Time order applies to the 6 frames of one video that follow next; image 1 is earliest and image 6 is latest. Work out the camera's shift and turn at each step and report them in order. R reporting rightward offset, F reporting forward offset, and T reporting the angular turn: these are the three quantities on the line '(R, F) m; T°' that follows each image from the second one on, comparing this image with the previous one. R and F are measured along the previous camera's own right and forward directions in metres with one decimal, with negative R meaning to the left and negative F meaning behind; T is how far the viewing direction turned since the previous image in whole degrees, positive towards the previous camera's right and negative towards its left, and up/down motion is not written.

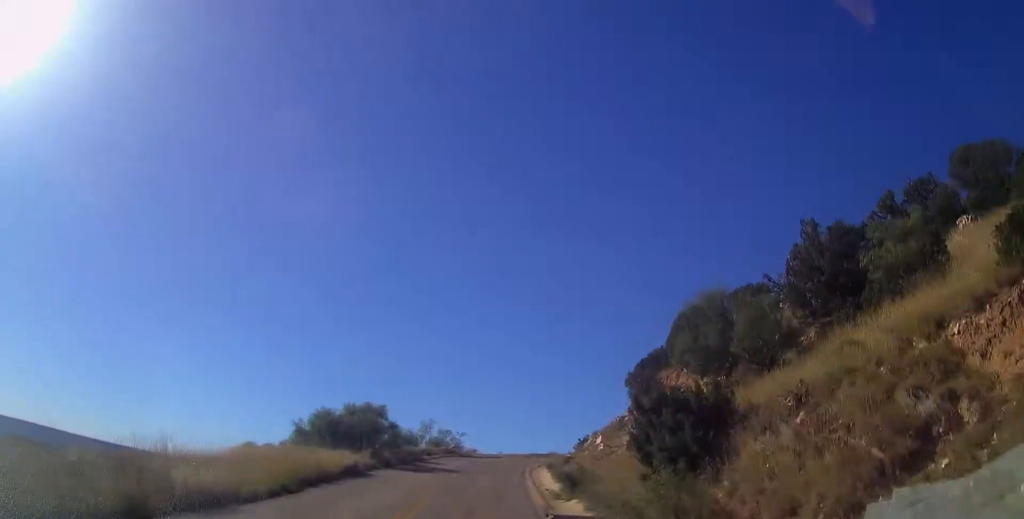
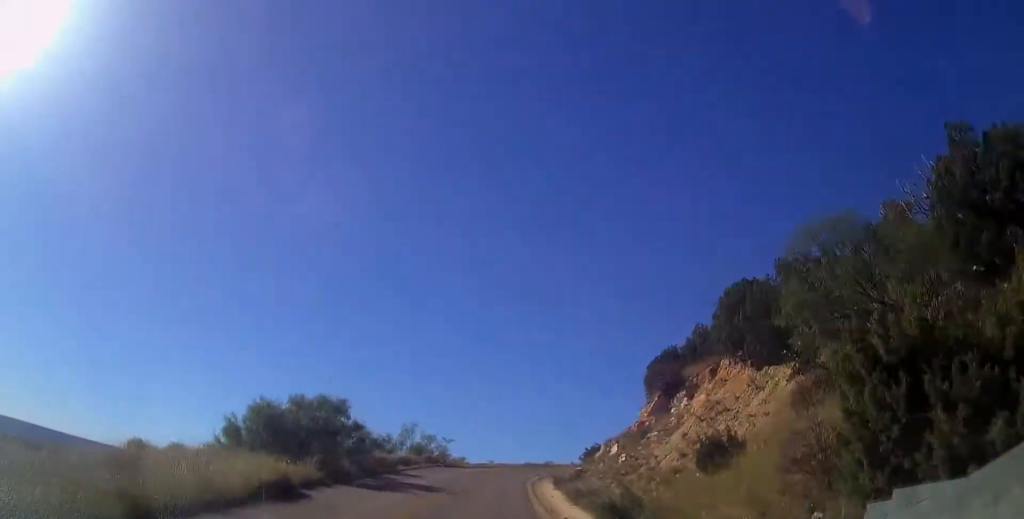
(-0.1, +8.1) m; +2°
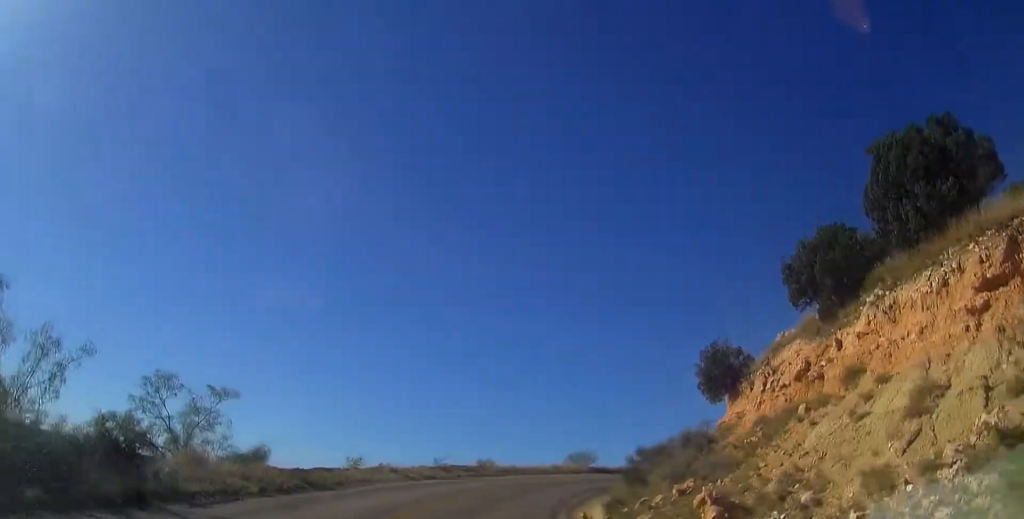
(+3.4, +40.6) m; +10°
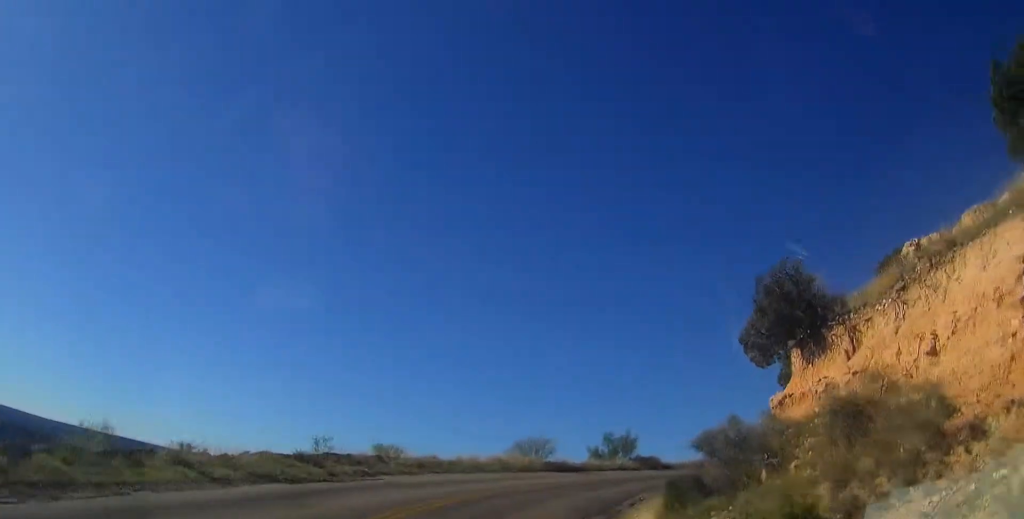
(+0.3, +13.8) m; +7°
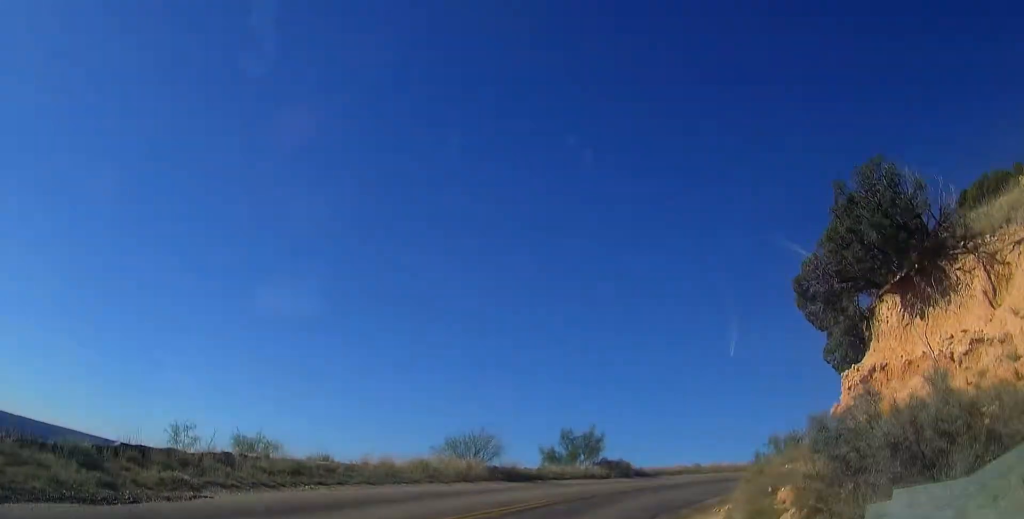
(+0.9, +8.2) m; +9°
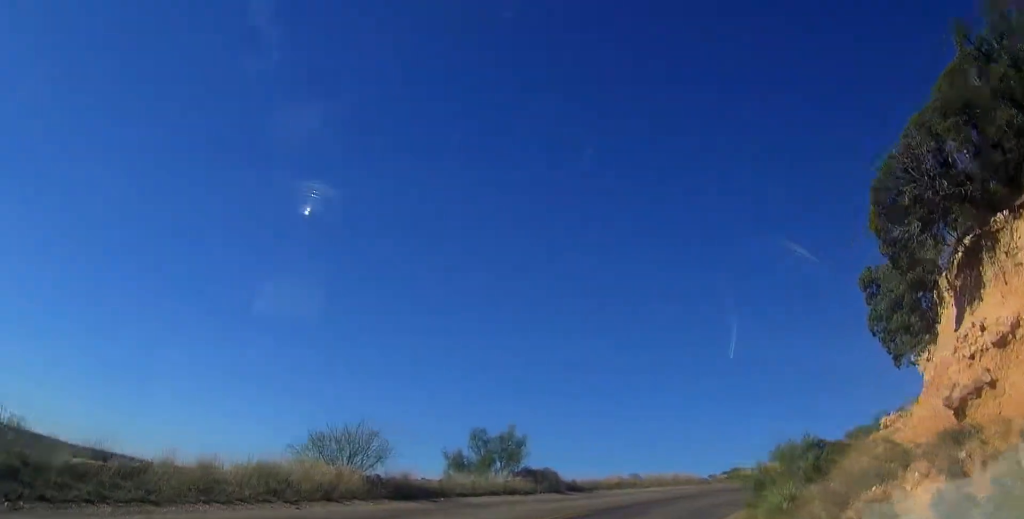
(+0.5, +6.7) m; +9°
